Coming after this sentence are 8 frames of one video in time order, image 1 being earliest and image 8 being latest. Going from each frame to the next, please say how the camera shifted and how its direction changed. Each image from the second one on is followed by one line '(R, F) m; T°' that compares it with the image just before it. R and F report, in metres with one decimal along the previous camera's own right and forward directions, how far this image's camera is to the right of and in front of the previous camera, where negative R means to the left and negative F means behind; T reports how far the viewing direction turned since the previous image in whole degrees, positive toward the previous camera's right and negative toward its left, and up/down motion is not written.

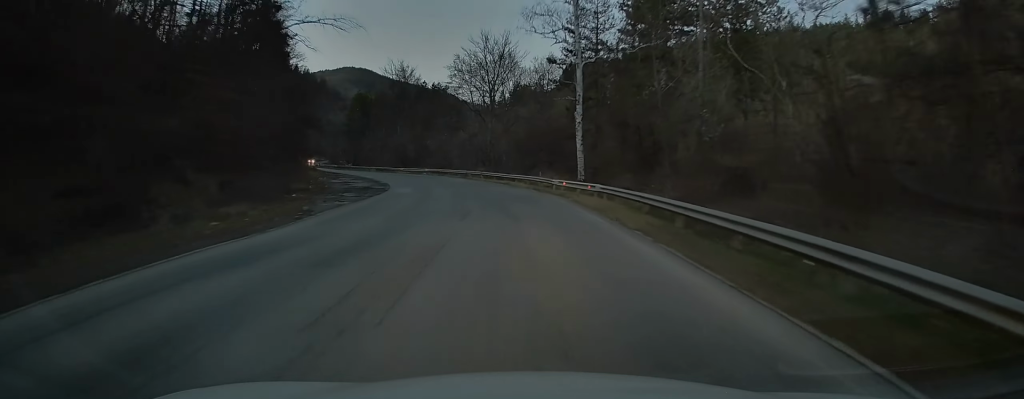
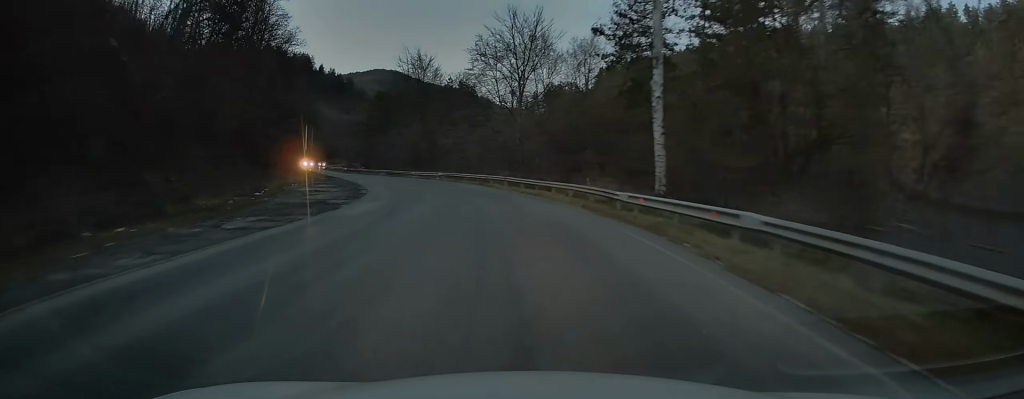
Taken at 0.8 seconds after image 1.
(-0.4, +14.8) m; -4°
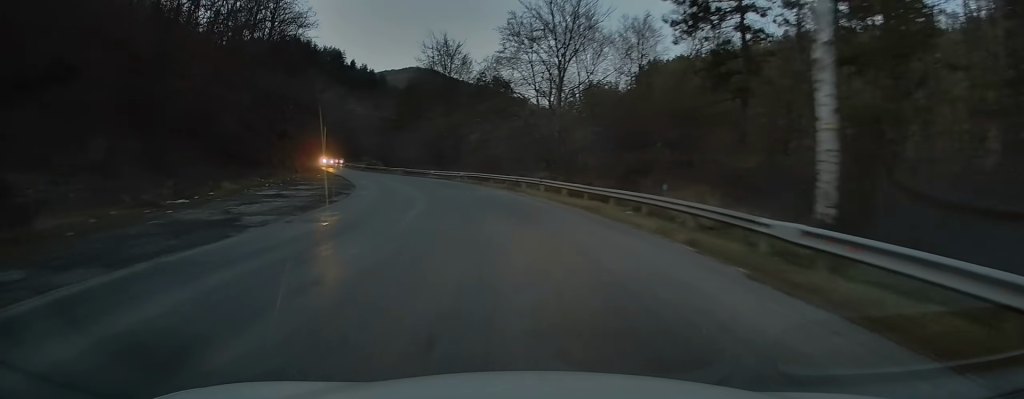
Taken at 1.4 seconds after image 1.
(-0.3, +11.0) m; -4°
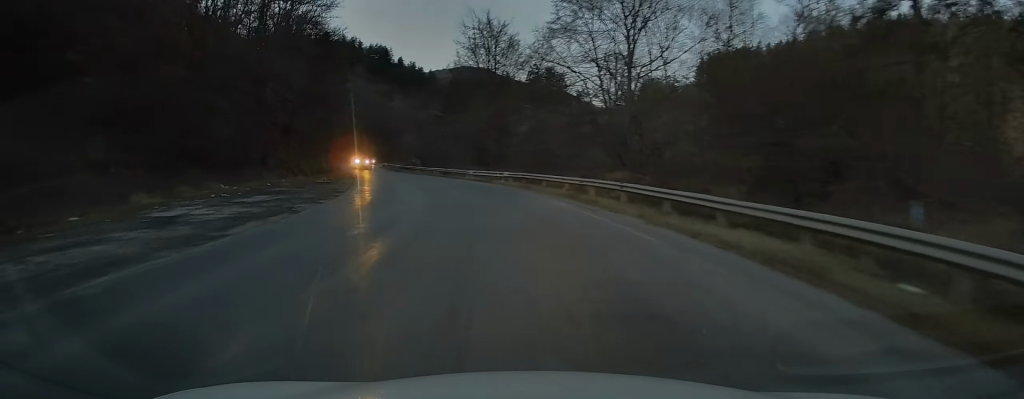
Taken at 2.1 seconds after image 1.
(-0.5, +12.4) m; -5°
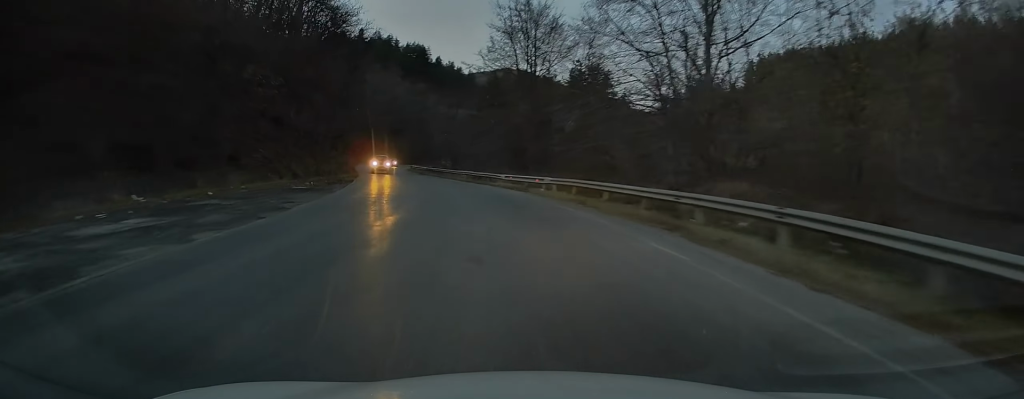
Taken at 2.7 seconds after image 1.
(-0.1, +10.7) m; -4°
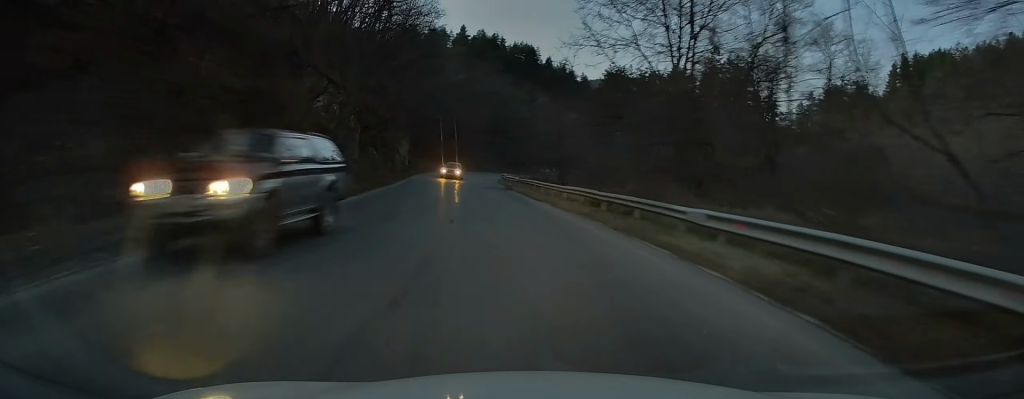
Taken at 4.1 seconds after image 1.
(-2.3, +27.1) m; -7°
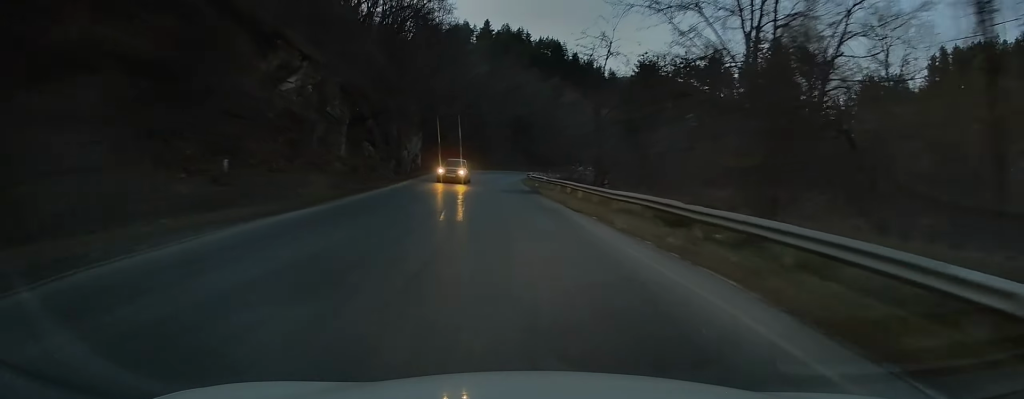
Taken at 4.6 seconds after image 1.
(0.0, +9.0) m; -1°
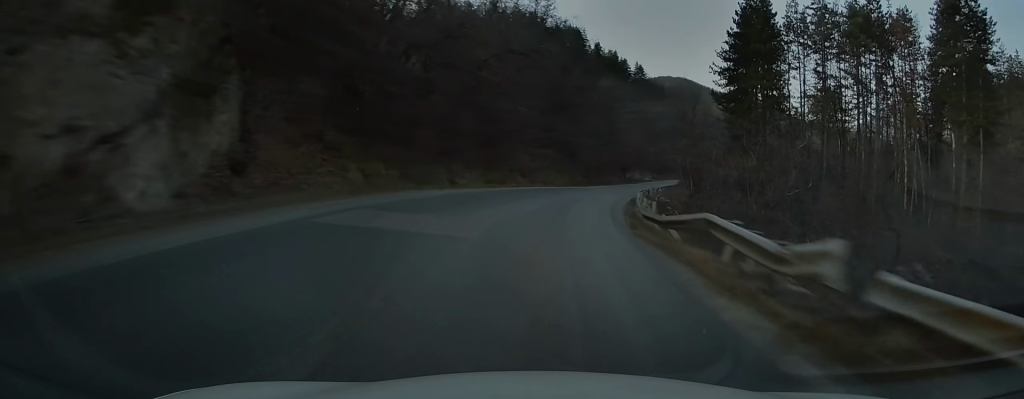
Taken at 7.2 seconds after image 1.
(-0.9, +49.6) m; +3°
